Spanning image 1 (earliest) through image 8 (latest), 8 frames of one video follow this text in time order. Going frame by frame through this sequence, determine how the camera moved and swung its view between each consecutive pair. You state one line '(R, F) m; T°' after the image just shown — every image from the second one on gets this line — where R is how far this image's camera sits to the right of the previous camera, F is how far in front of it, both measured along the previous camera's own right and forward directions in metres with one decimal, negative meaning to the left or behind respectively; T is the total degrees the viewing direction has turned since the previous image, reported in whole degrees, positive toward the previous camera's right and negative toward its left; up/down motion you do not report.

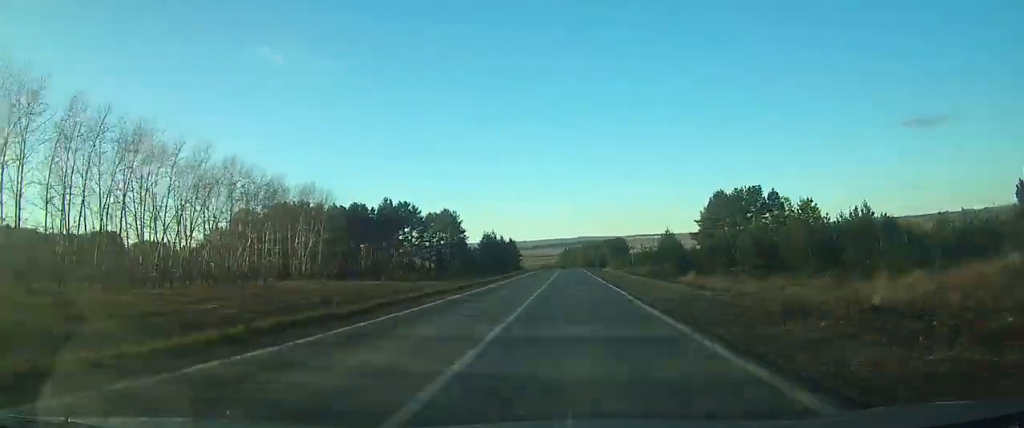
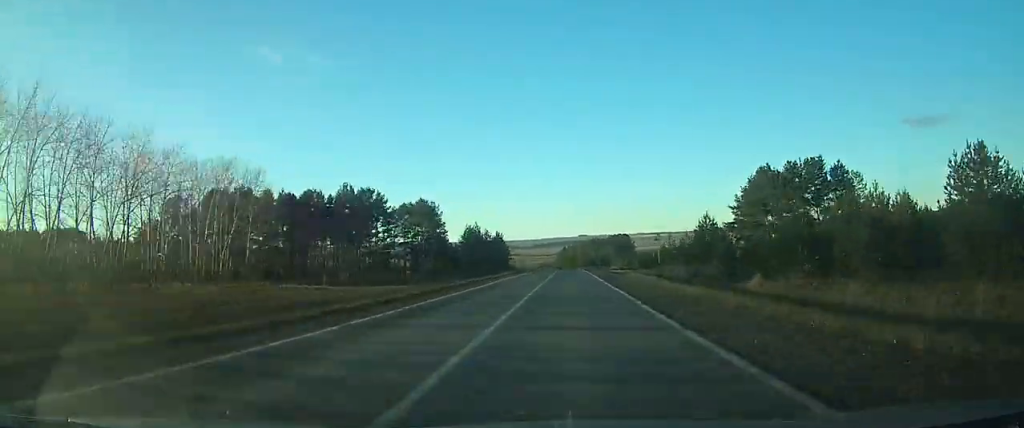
(0.0, +23.6) m; 0°
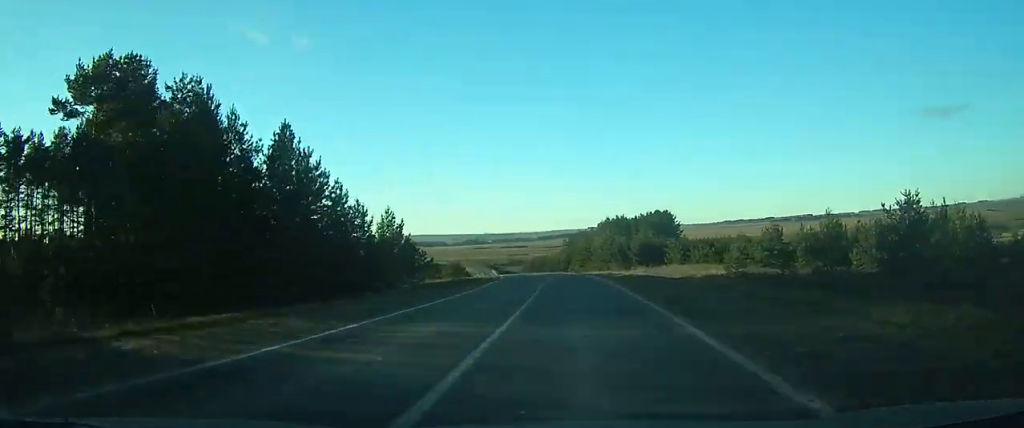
(-0.1, +92.7) m; -1°
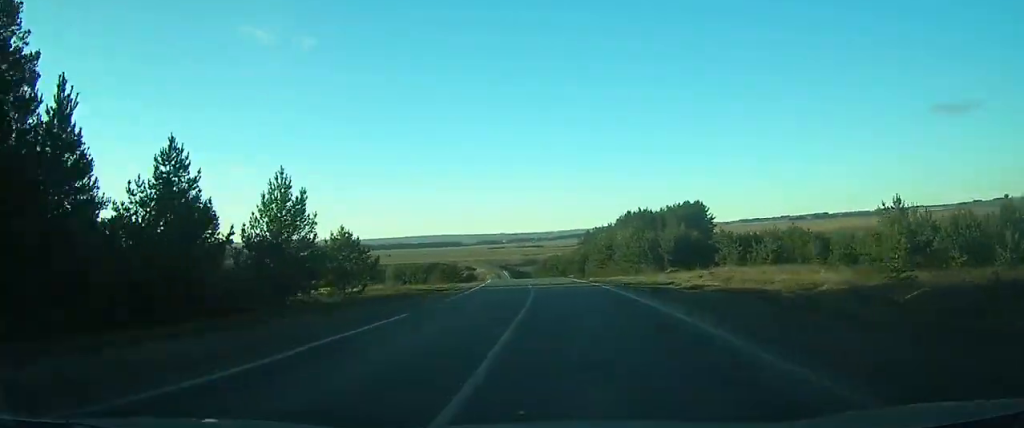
(+0.1, +22.8) m; -1°
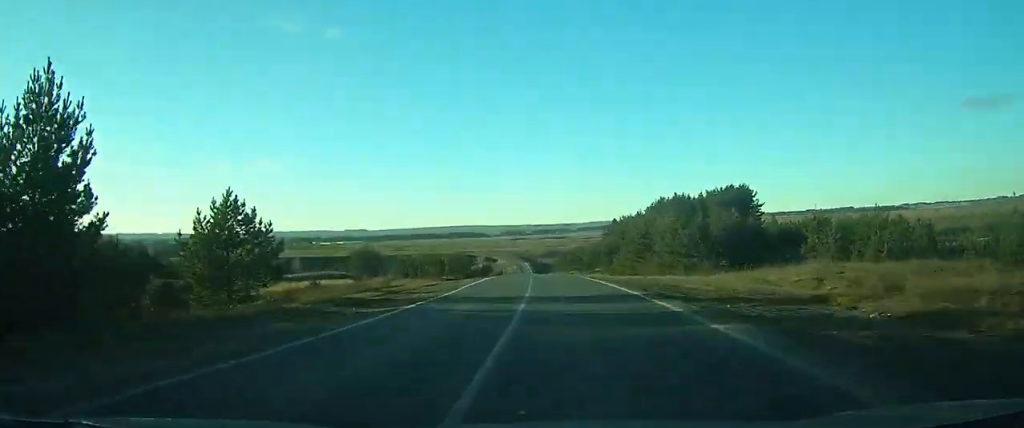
(-0.2, +17.8) m; -1°
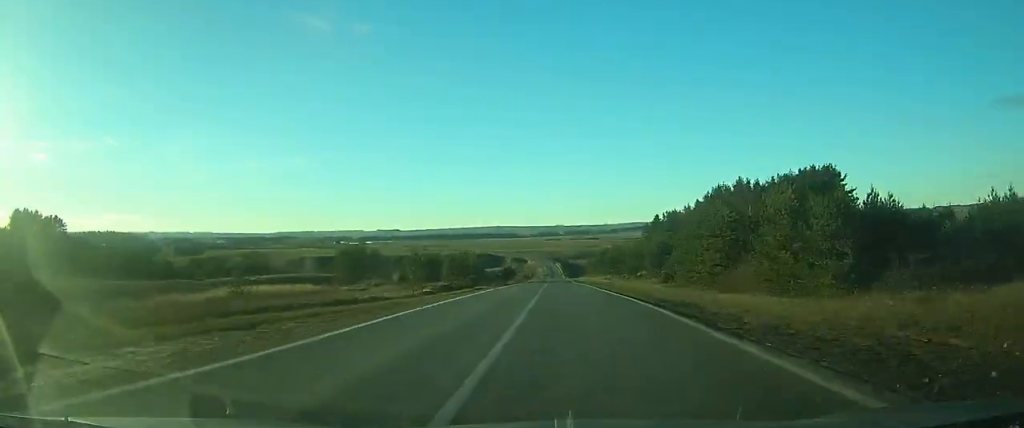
(-0.3, +25.3) m; -2°
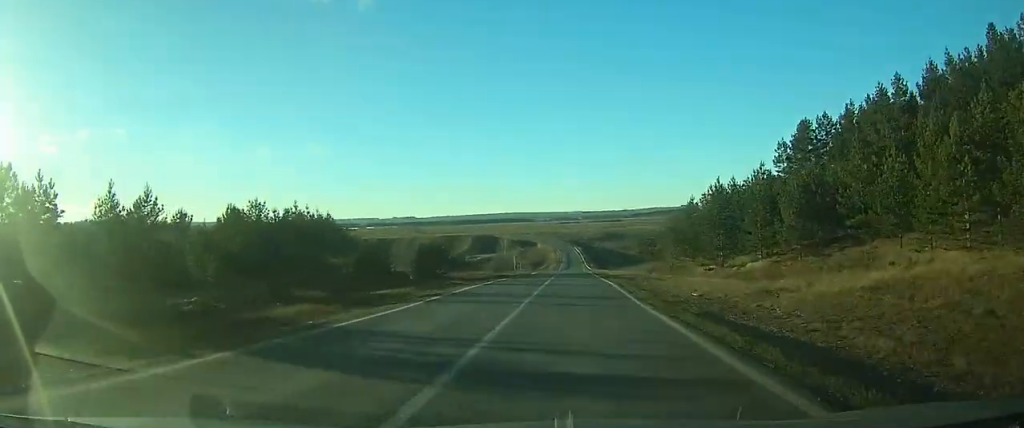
(-5.4, +104.4) m; -4°
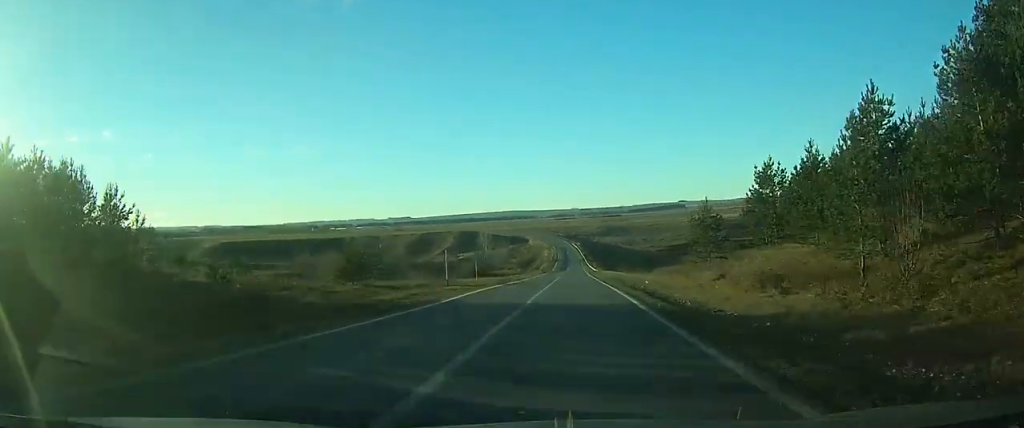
(-0.2, +43.5) m; 0°
